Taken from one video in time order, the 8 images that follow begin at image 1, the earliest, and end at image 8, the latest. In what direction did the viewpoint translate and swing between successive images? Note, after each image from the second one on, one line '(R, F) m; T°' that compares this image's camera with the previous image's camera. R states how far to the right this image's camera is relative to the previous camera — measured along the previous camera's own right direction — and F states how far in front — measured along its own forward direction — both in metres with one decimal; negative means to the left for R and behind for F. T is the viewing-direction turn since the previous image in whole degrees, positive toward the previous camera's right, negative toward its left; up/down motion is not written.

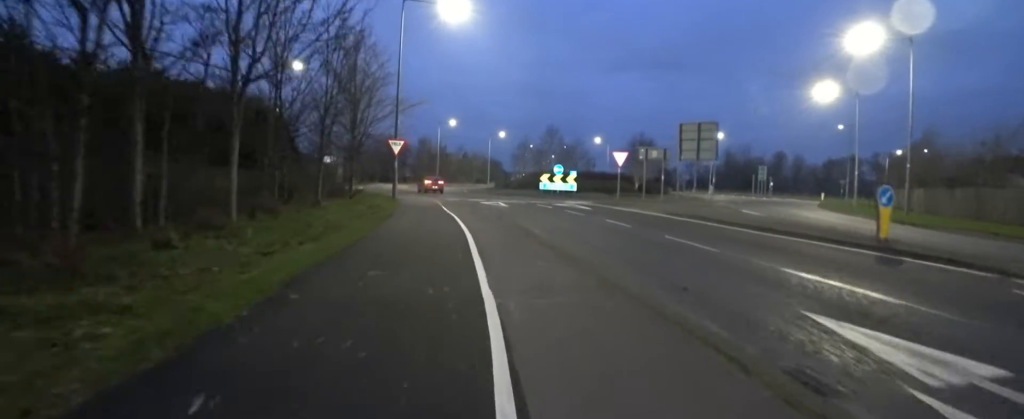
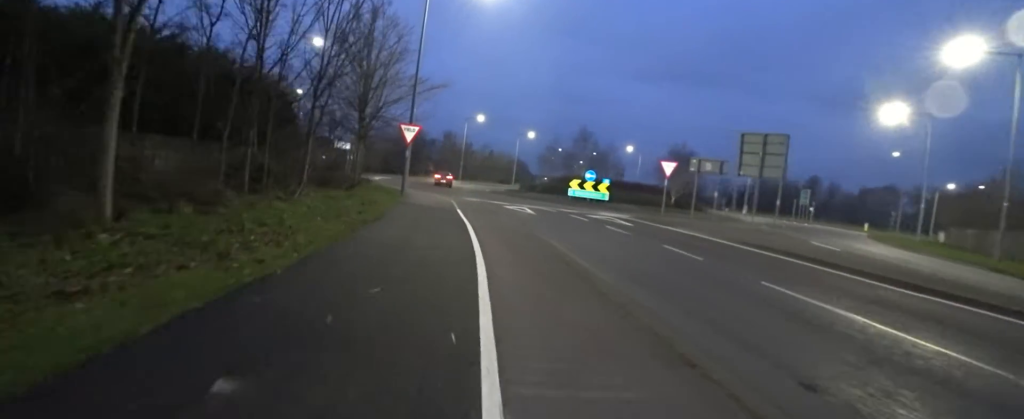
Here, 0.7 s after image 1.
(0.0, +3.2) m; +2°
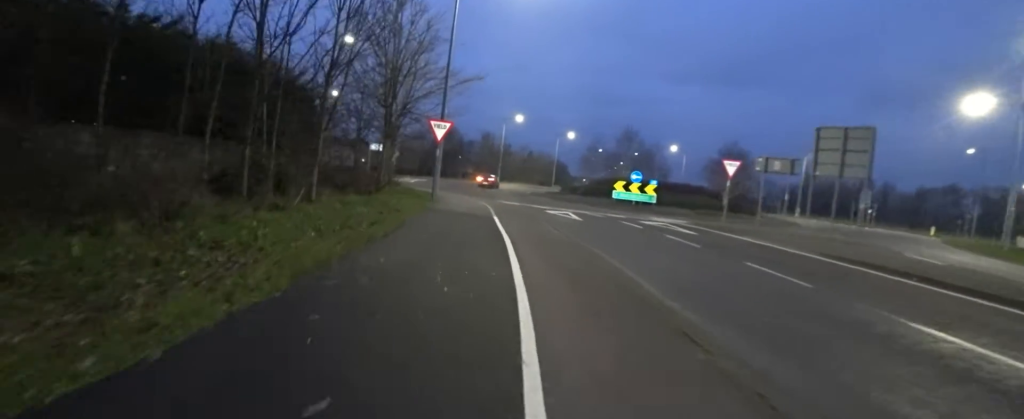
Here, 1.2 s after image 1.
(+0.2, +2.1) m; 0°
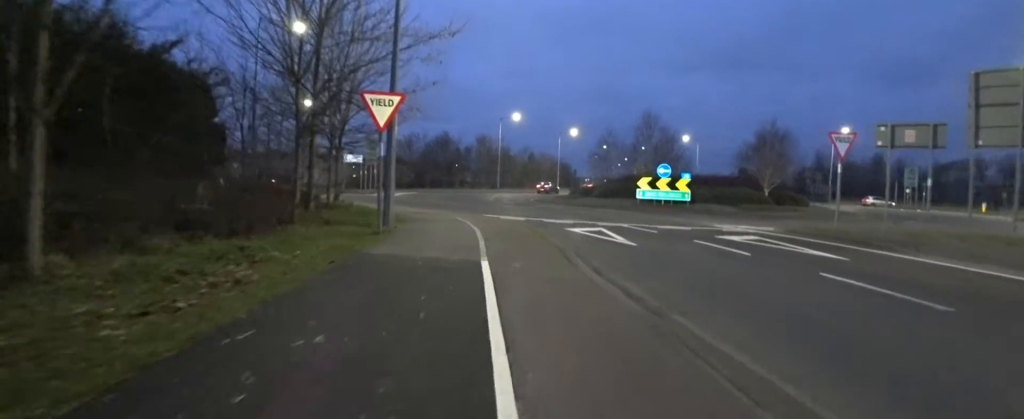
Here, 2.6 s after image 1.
(-0.4, +6.1) m; -10°
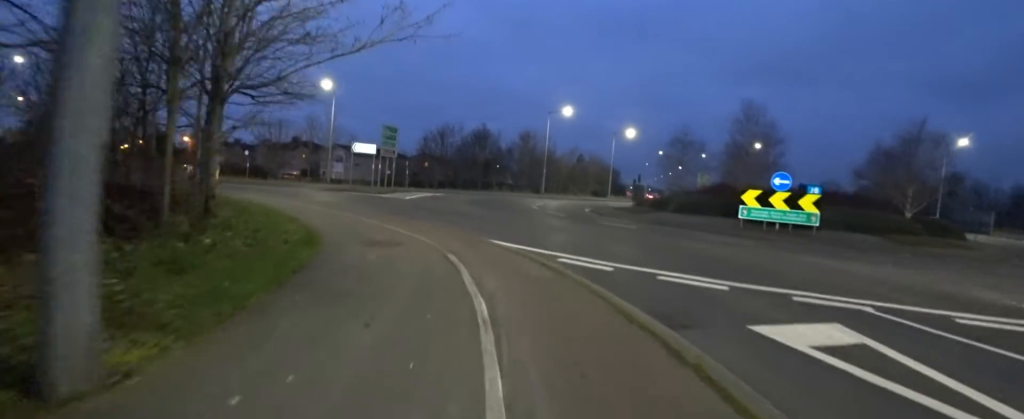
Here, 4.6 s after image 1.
(-1.4, +7.3) m; -26°
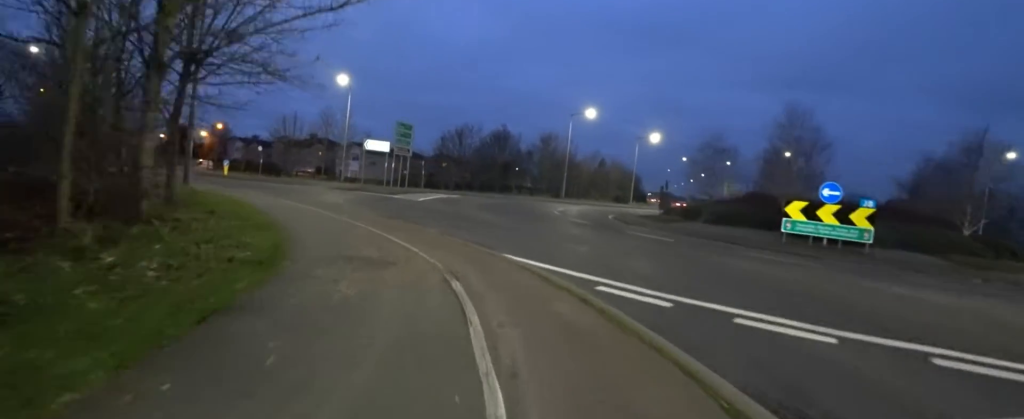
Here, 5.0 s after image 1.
(-0.2, +1.4) m; +2°
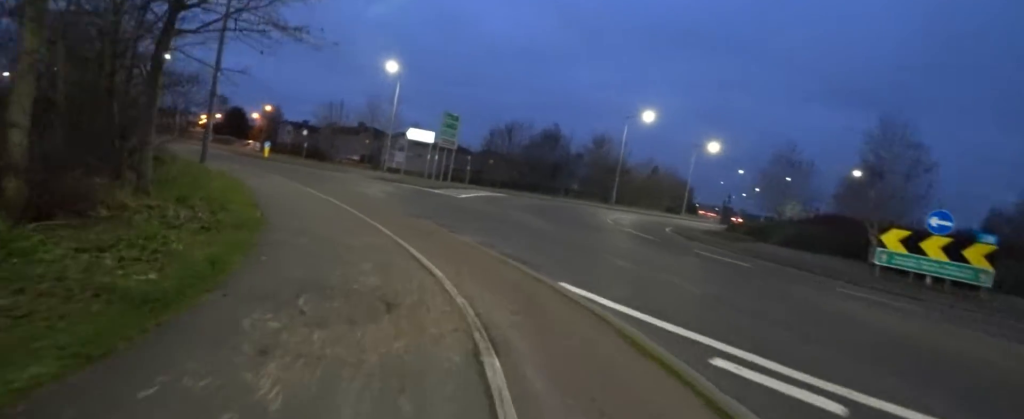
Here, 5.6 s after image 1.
(-0.2, +1.8) m; 0°
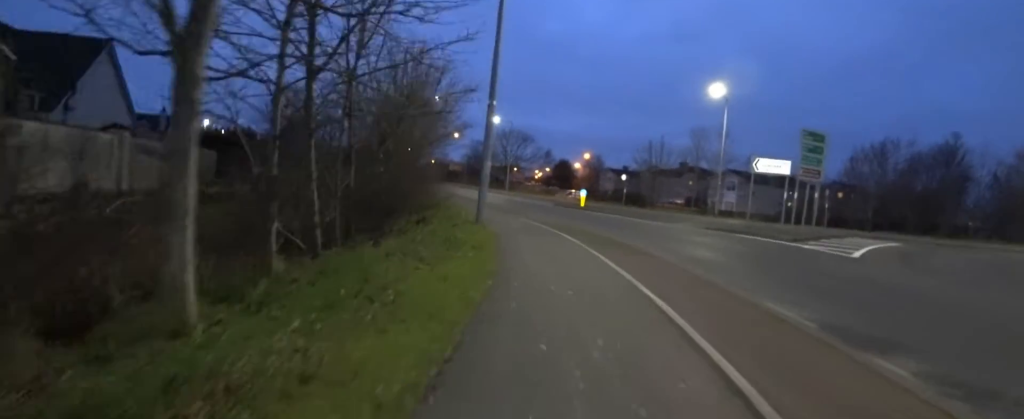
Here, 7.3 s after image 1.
(-0.7, +4.7) m; -30°
